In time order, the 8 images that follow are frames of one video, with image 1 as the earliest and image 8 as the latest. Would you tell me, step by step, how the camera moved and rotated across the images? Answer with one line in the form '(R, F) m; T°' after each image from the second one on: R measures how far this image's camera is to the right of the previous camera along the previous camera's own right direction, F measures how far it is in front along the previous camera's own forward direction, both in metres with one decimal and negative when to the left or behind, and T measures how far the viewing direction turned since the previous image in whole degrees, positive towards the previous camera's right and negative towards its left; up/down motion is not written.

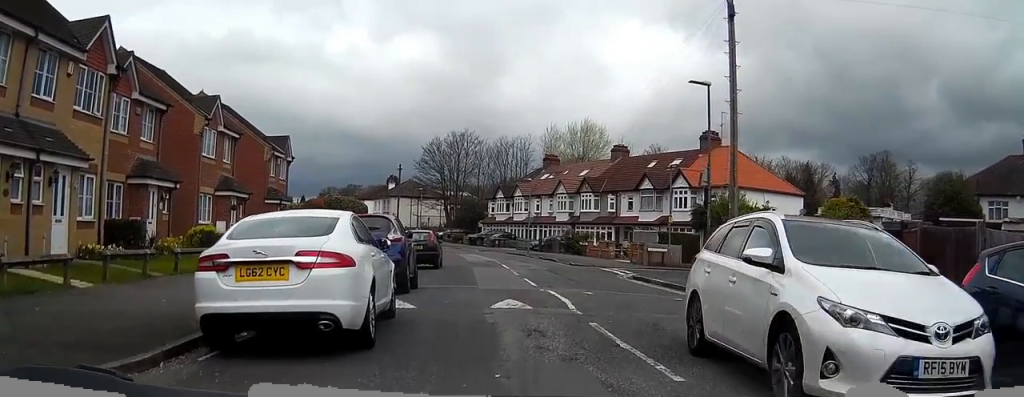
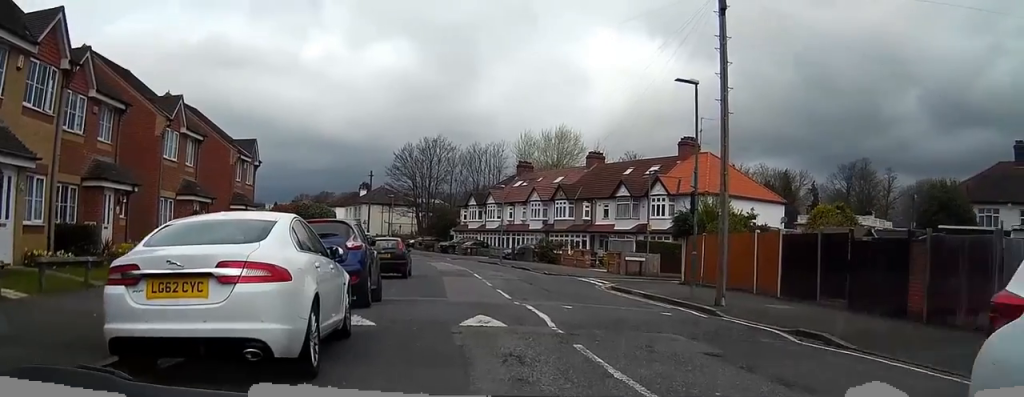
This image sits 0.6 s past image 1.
(0.0, +1.5) m; +3°
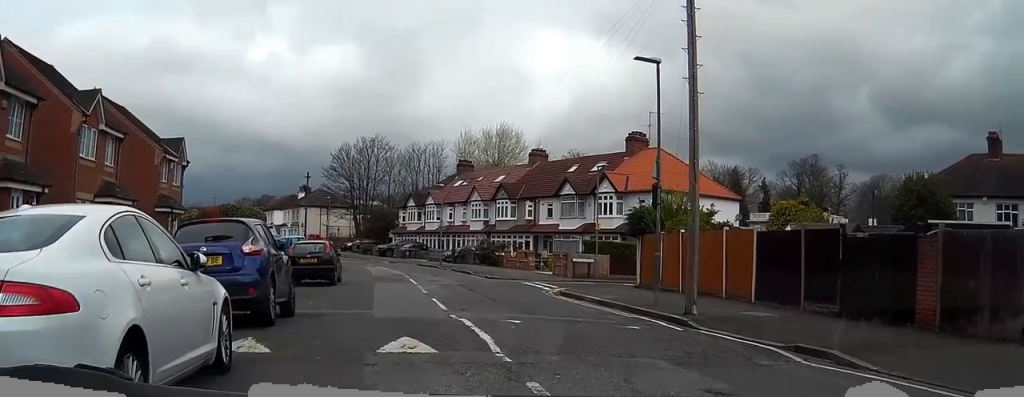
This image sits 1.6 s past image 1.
(+0.1, +2.3) m; +4°
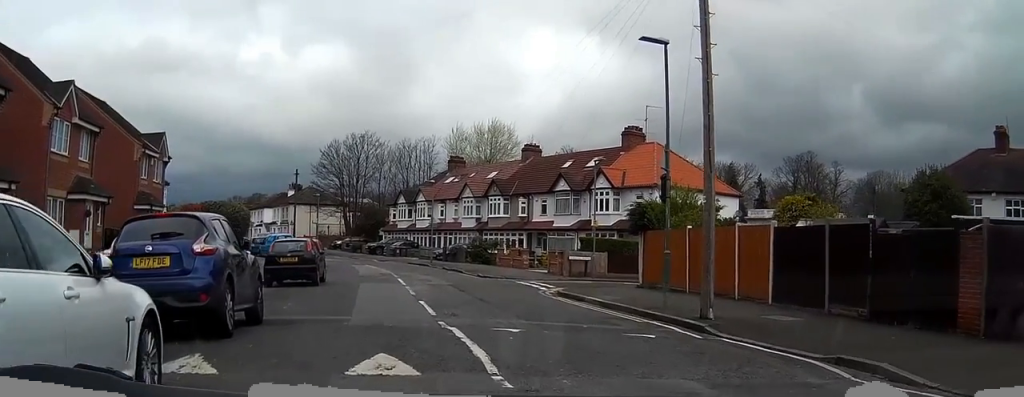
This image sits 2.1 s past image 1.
(0.0, +1.5) m; -2°
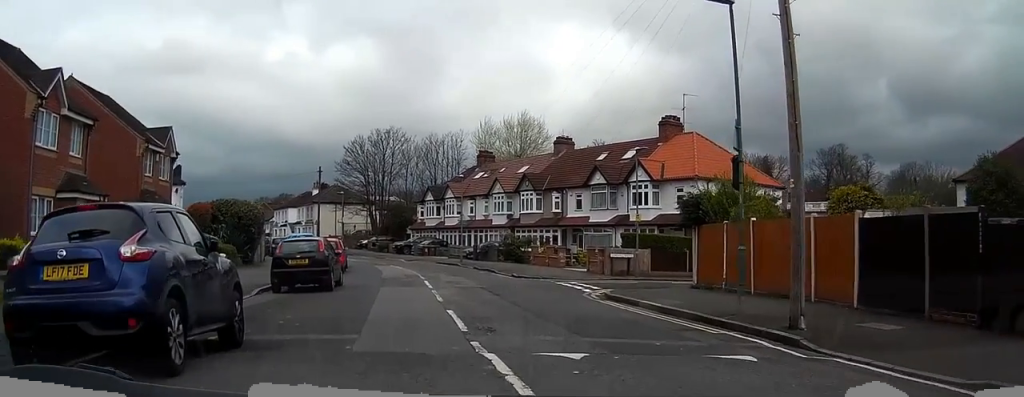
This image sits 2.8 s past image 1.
(-0.1, +2.5) m; -2°
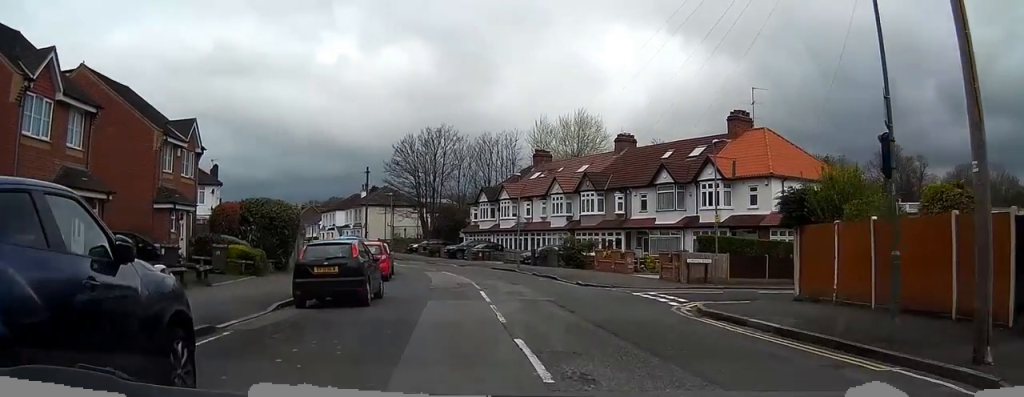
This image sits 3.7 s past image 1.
(-0.1, +3.2) m; -2°
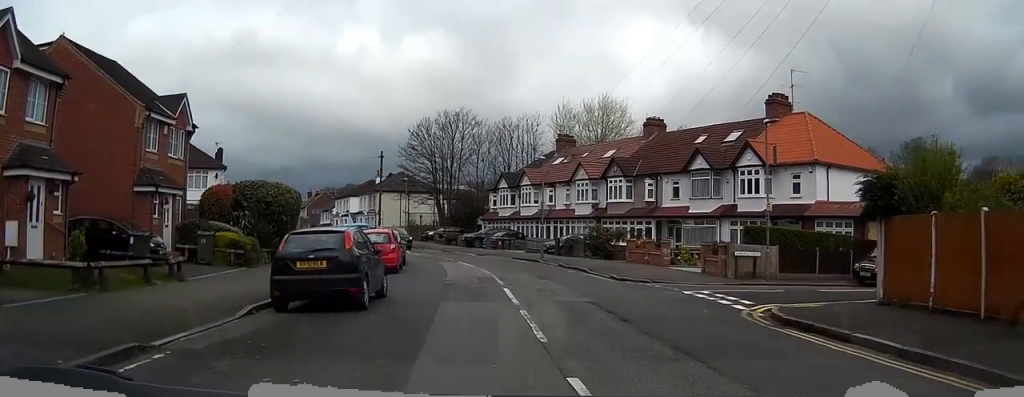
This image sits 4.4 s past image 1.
(+0.1, +3.2) m; -1°
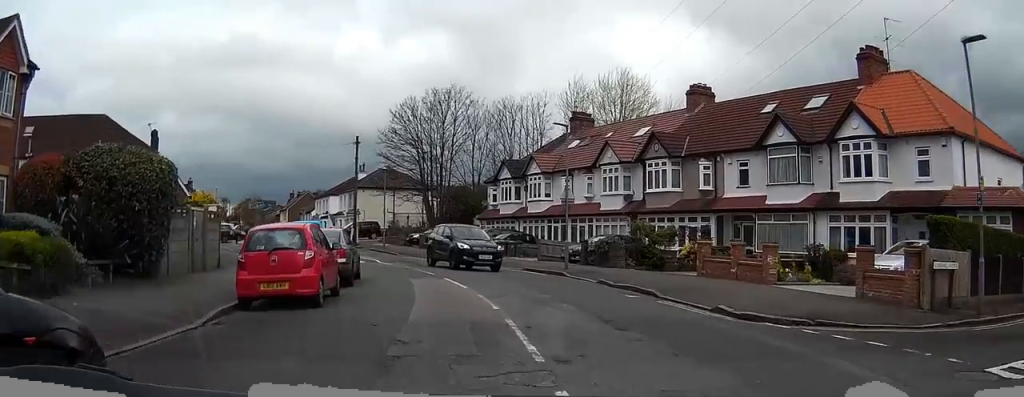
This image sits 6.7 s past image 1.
(+0.2, +12.0) m; +3°
